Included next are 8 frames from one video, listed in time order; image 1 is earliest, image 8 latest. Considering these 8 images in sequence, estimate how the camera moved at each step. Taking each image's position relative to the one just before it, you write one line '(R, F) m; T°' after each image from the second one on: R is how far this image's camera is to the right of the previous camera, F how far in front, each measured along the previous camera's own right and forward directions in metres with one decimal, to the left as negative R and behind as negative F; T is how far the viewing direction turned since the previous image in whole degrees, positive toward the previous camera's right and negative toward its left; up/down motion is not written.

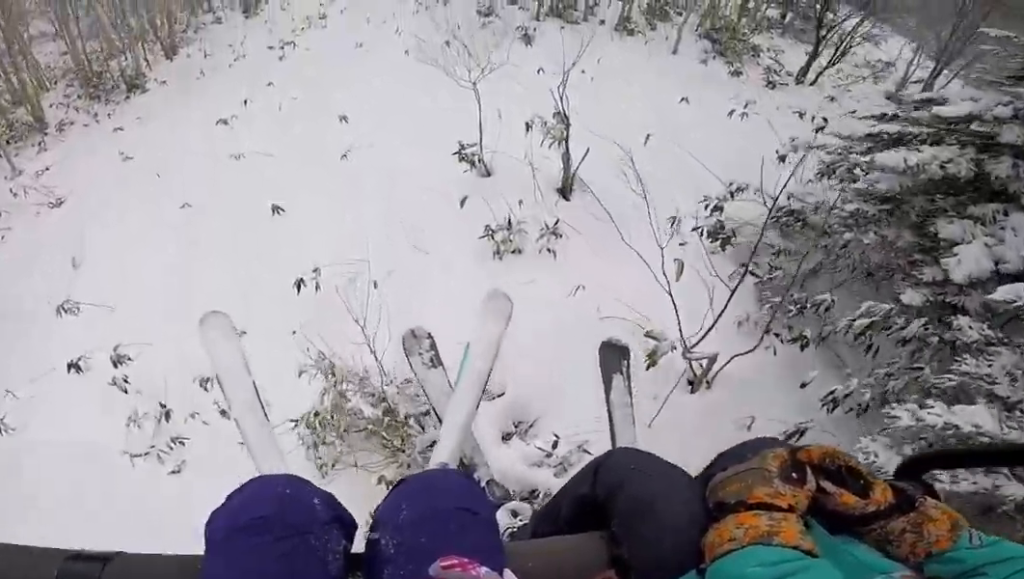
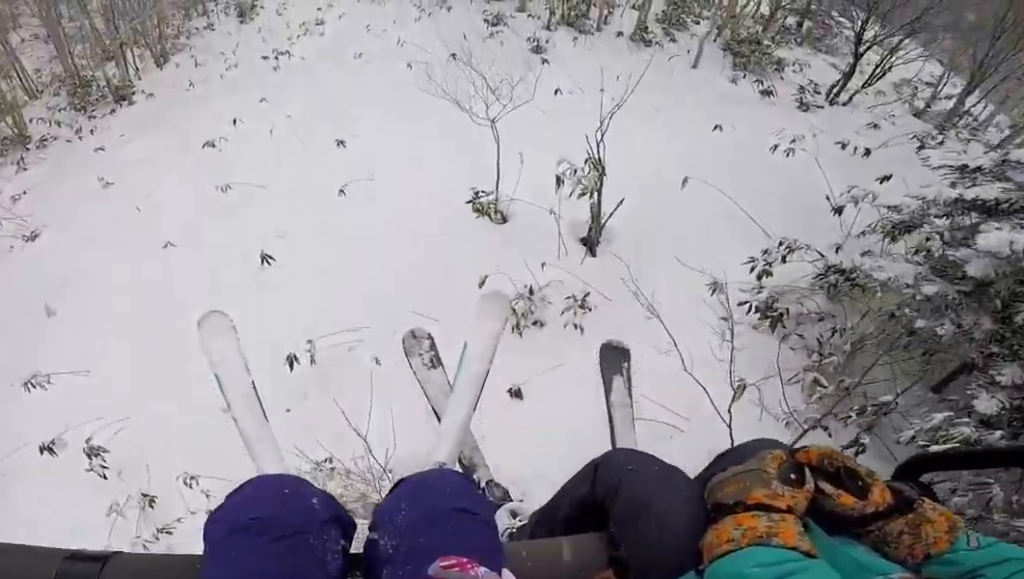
(+0.3, +1.4) m; +9°
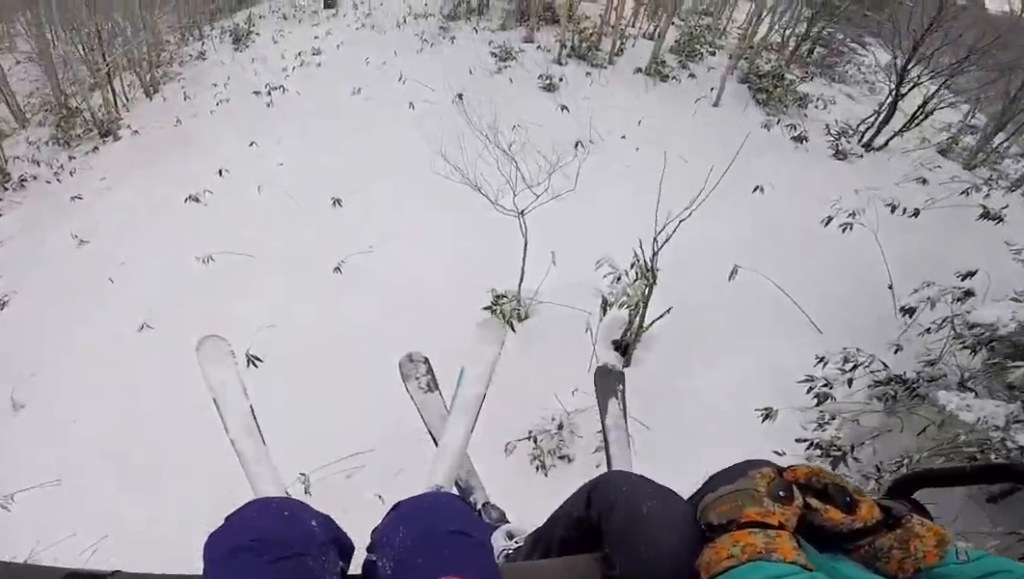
(+0.2, +1.7) m; +3°
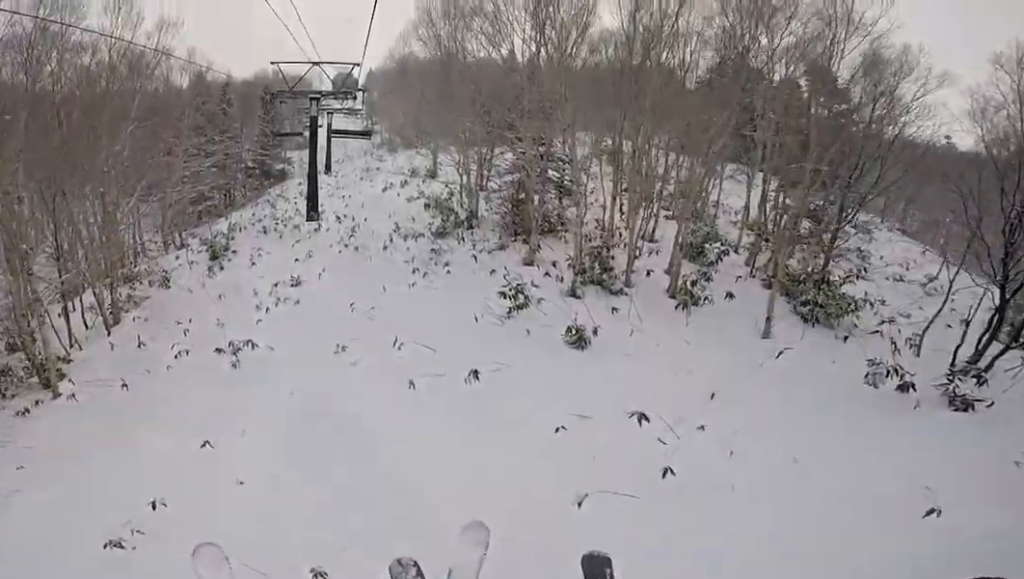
(-0.8, +4.3) m; -17°
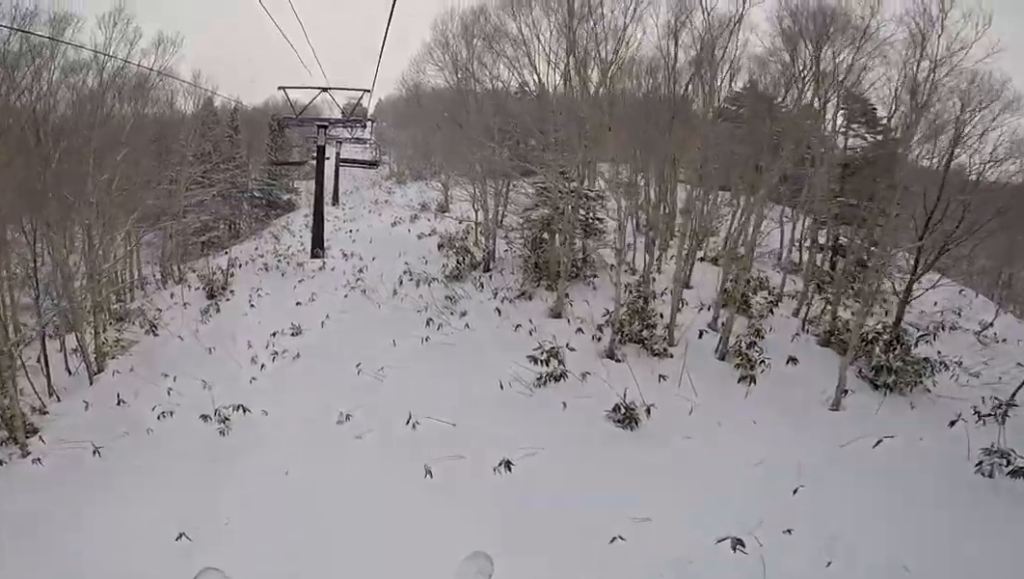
(-0.2, +1.9) m; +1°
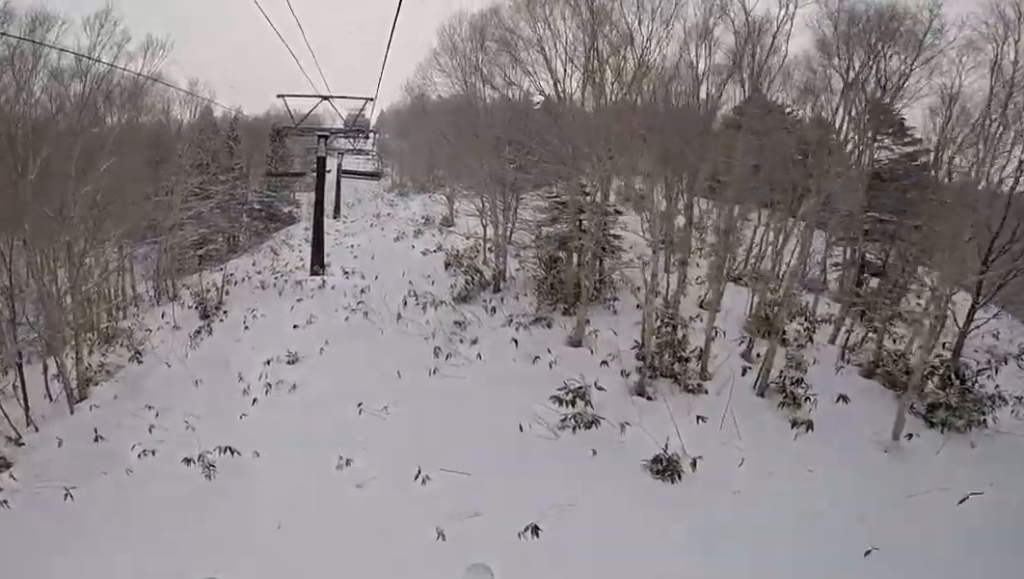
(+0.3, +1.3) m; +6°
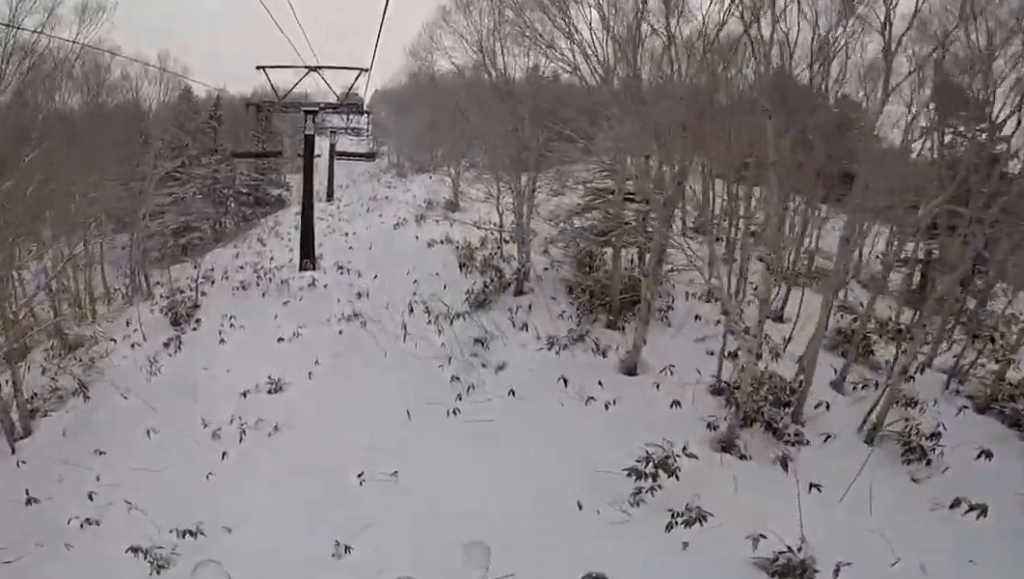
(+0.1, +2.9) m; -1°
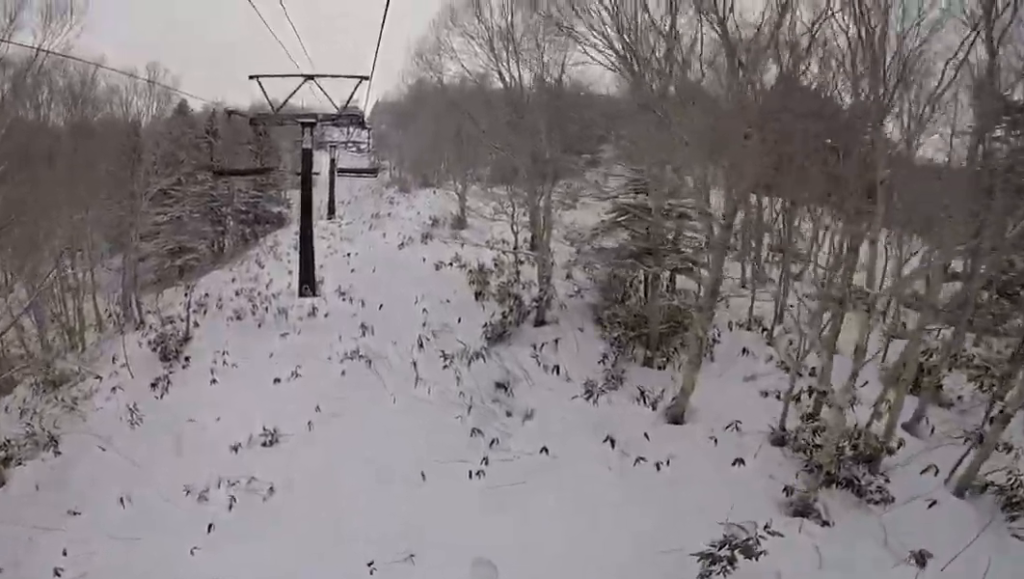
(0.0, +1.5) m; -2°
